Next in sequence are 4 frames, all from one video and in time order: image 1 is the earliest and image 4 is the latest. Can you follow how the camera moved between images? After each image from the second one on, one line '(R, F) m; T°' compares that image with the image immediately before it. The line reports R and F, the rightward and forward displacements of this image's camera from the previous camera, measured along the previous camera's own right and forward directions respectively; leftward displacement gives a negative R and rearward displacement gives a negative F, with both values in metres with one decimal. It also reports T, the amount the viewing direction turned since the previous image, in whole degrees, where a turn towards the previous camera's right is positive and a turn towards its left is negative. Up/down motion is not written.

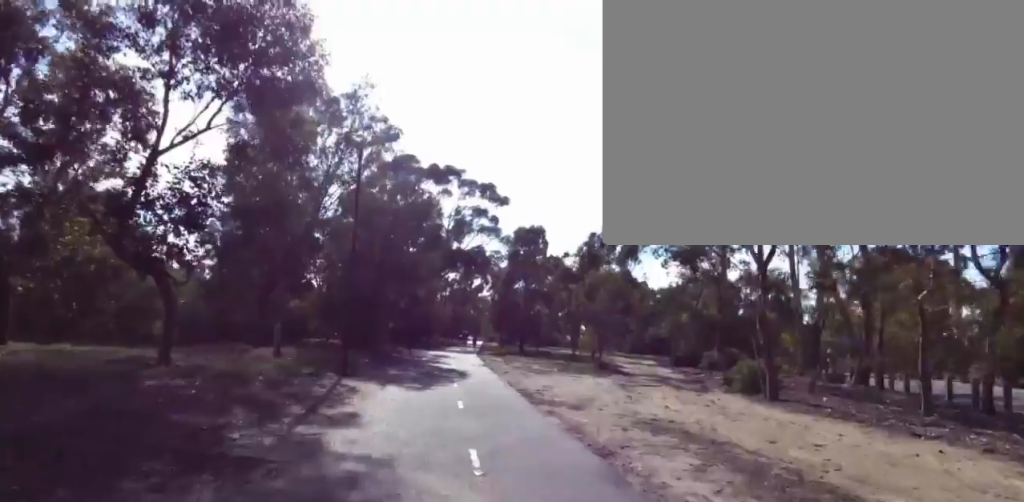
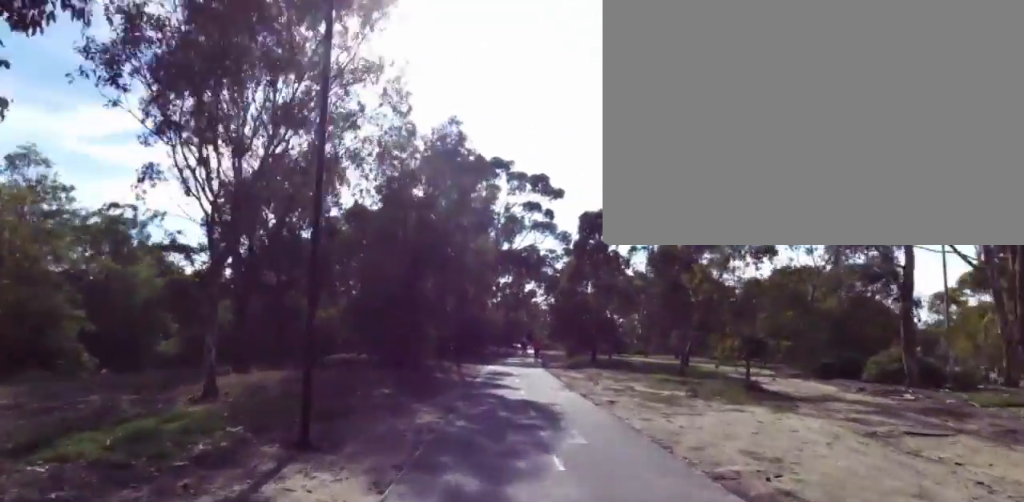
(0.0, +7.3) m; 0°
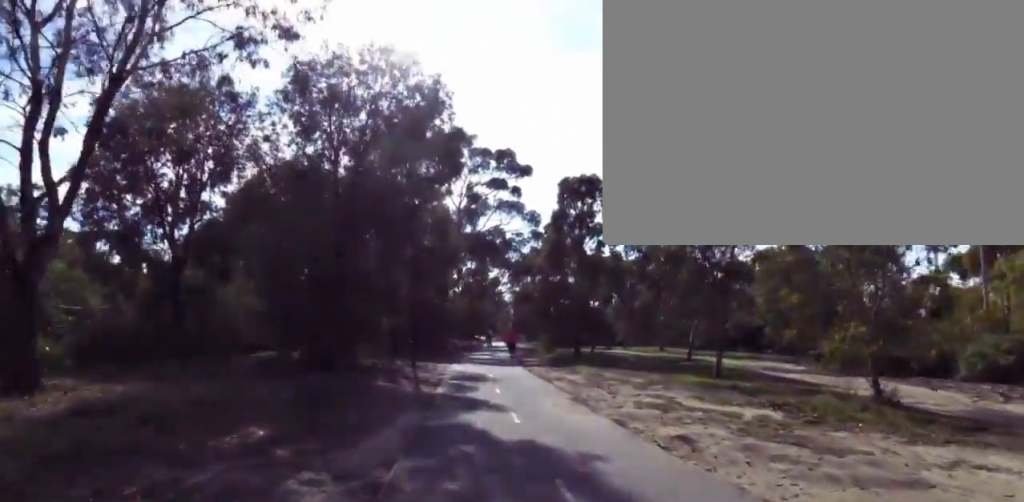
(0.0, +5.7) m; 0°
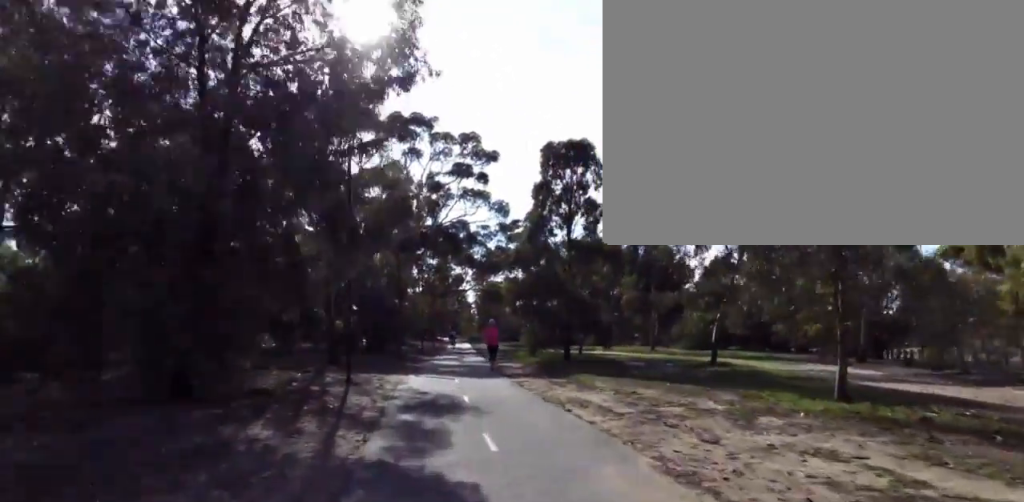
(0.0, +6.1) m; 0°
